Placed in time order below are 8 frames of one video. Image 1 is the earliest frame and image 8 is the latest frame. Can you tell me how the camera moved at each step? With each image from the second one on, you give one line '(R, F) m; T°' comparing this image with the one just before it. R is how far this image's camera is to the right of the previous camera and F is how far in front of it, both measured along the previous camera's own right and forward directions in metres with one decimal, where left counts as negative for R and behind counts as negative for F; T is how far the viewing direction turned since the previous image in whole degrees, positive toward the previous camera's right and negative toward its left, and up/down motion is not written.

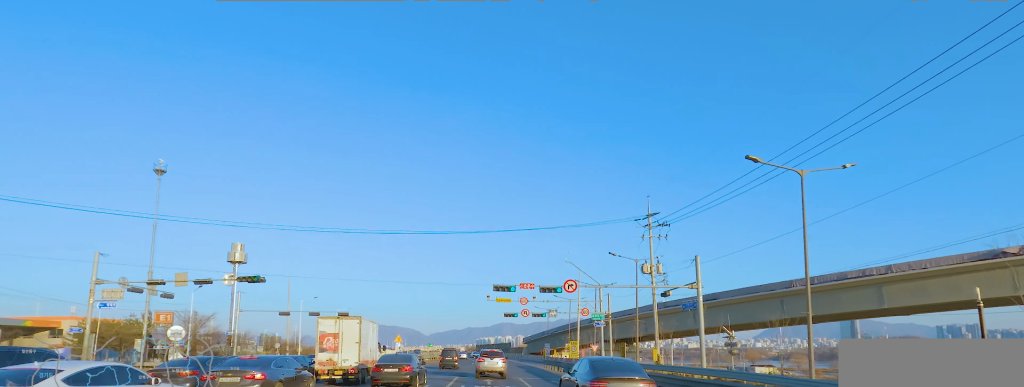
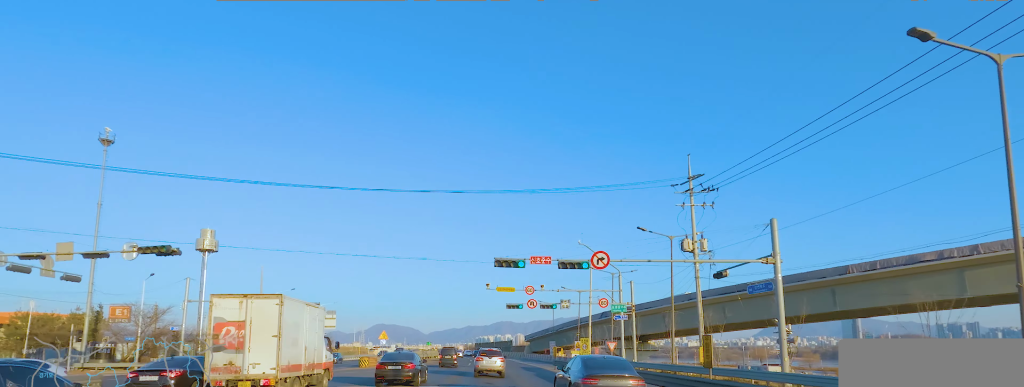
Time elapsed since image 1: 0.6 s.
(0.0, +9.4) m; 0°
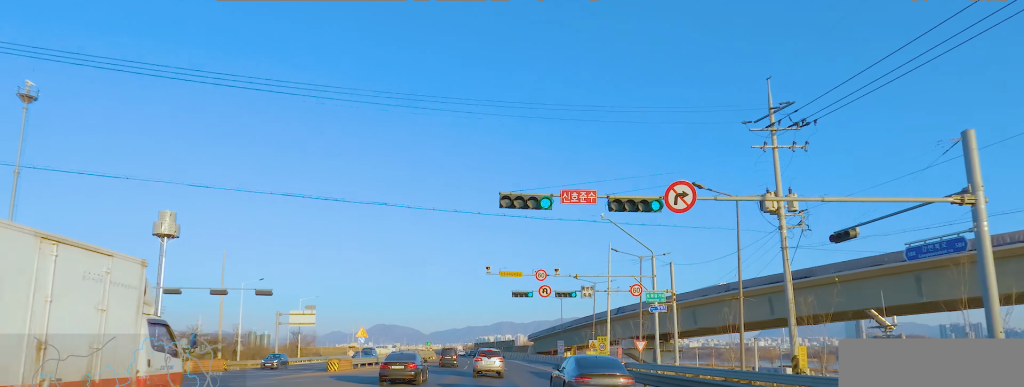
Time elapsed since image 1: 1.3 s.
(0.0, +10.4) m; 0°
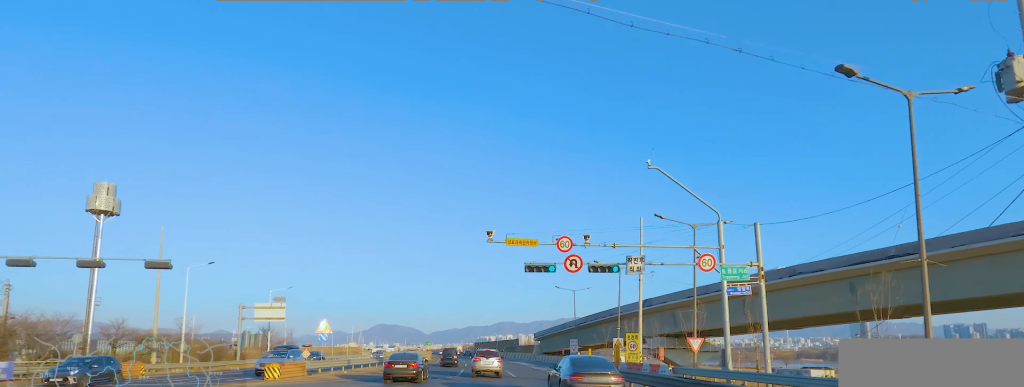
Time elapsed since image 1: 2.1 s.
(0.0, +11.8) m; 0°
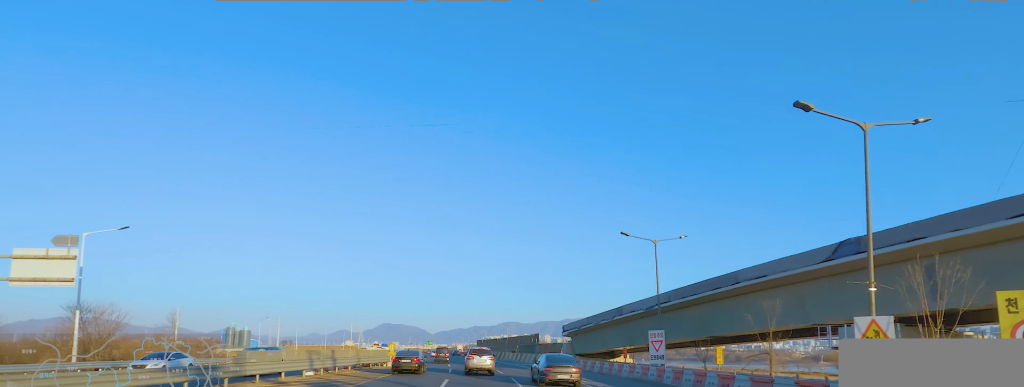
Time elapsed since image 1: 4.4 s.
(0.0, +34.0) m; 0°
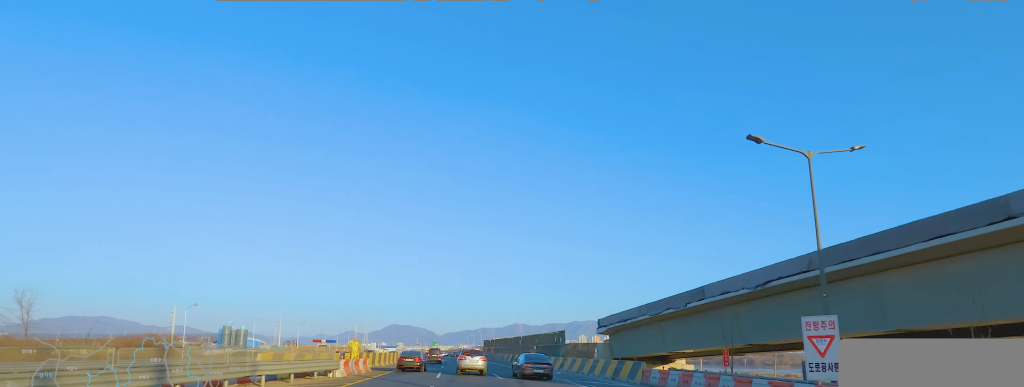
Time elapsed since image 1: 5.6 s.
(0.0, +18.6) m; 0°
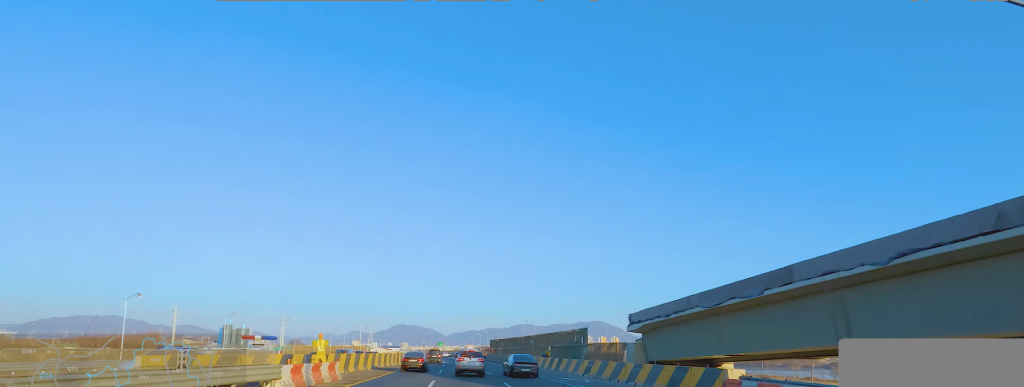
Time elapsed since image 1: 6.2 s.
(0.0, +9.3) m; -3°
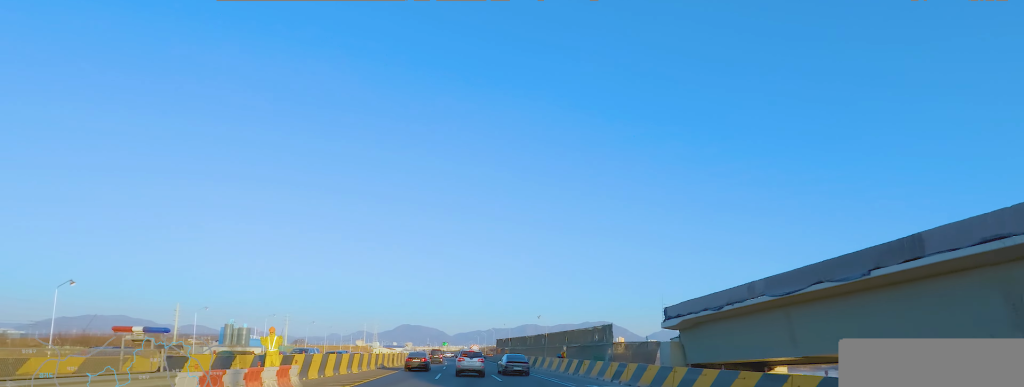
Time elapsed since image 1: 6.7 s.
(+0.4, +7.2) m; -3°
